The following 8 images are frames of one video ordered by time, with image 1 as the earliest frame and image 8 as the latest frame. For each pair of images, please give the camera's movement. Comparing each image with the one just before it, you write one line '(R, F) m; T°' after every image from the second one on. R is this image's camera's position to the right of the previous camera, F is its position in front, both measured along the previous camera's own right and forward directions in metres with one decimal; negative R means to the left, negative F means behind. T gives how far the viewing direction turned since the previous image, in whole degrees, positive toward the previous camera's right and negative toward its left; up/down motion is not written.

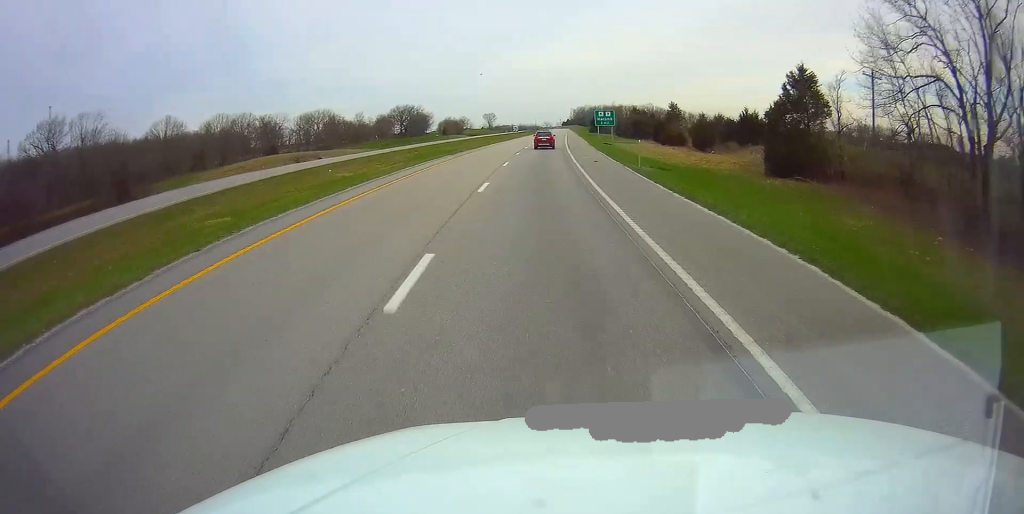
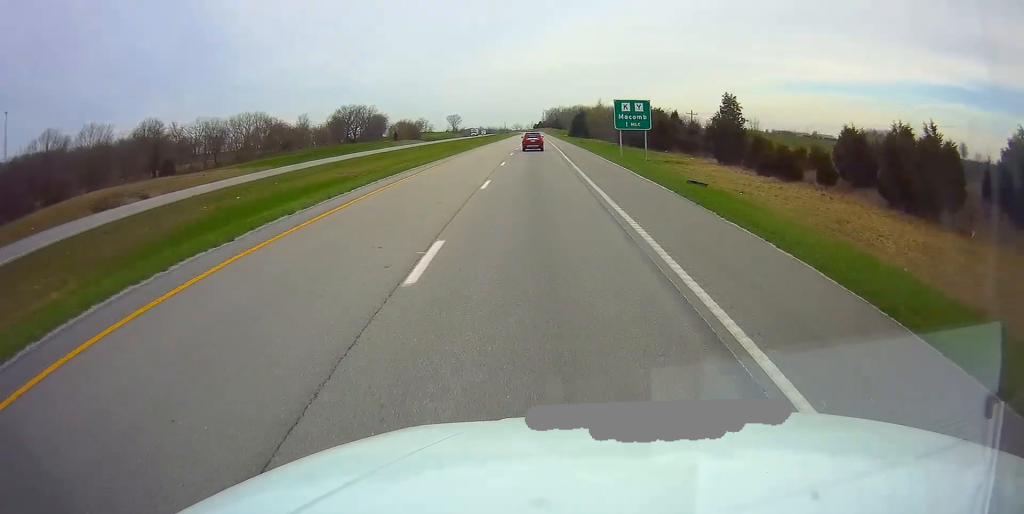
(+0.9, +47.4) m; +2°
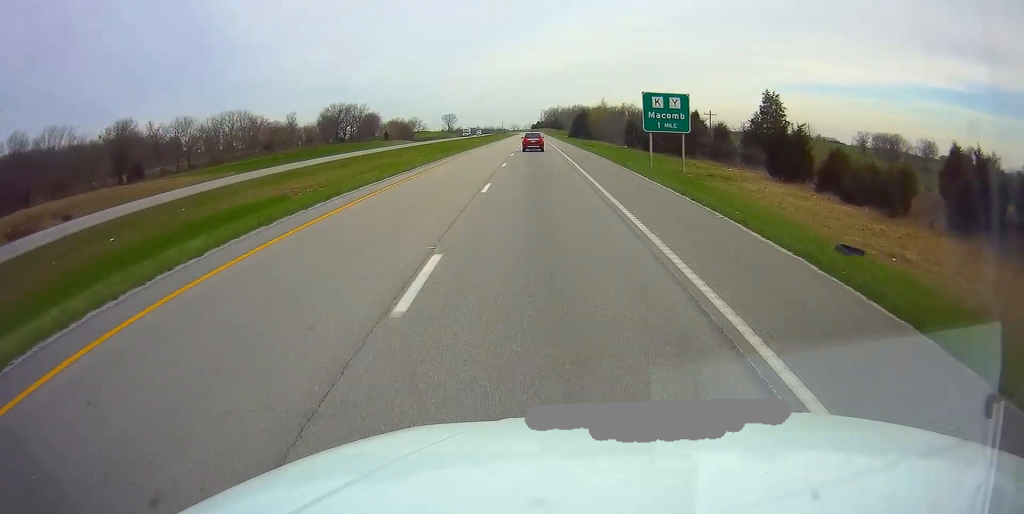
(+0.1, +13.4) m; 0°
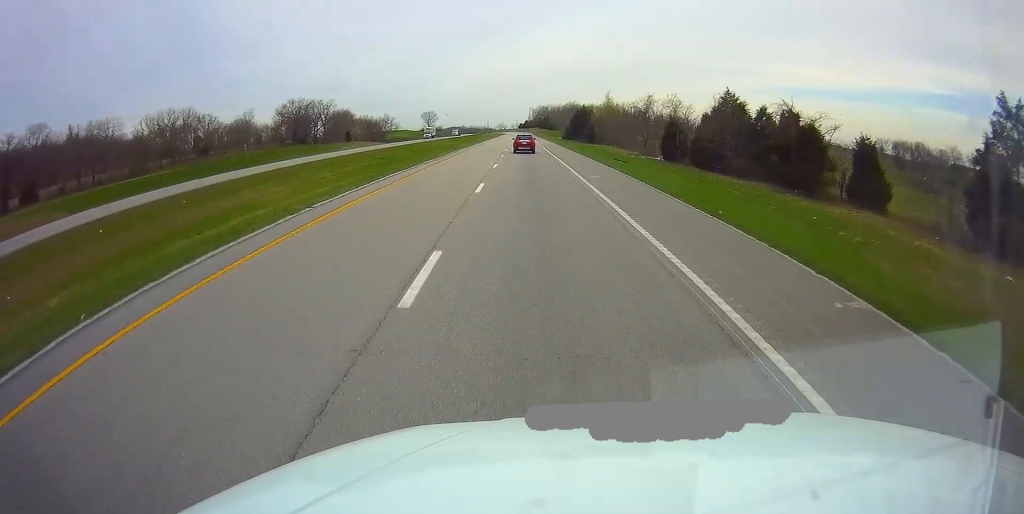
(+0.2, +36.3) m; 0°
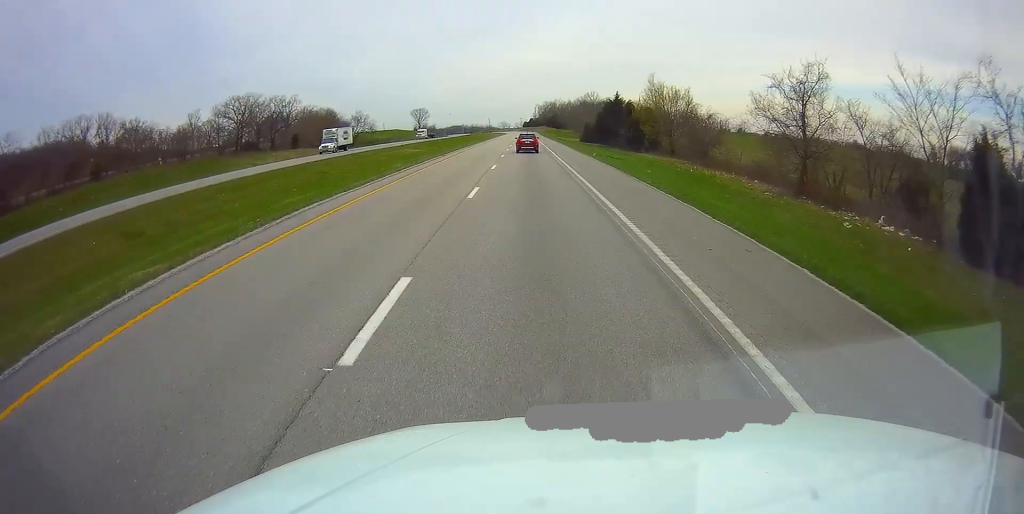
(+0.2, +50.8) m; 0°
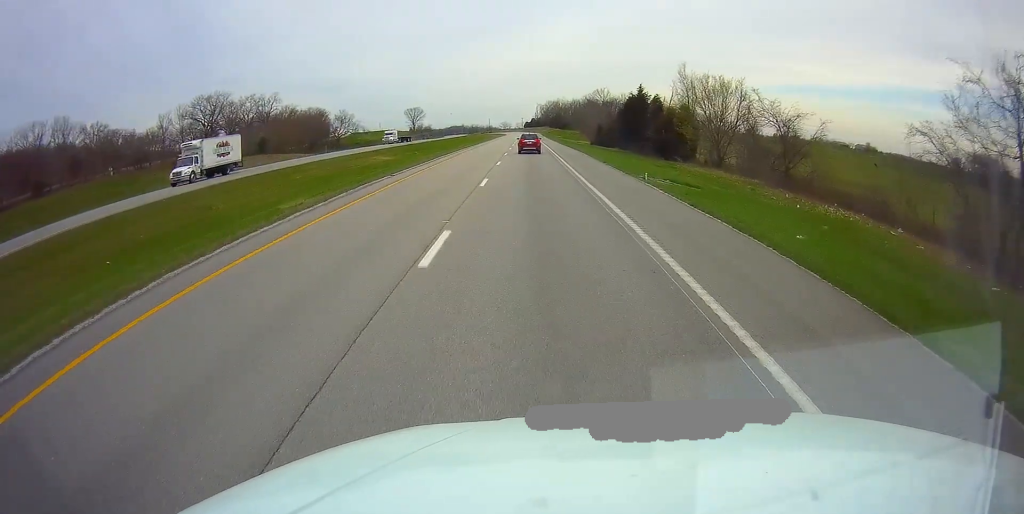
(-0.3, +20.8) m; 0°
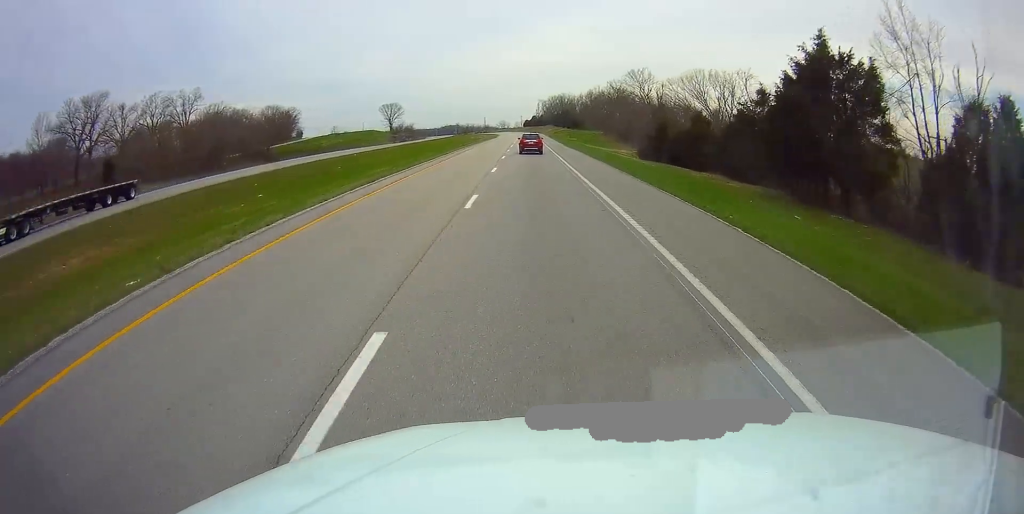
(0.0, +55.1) m; 0°
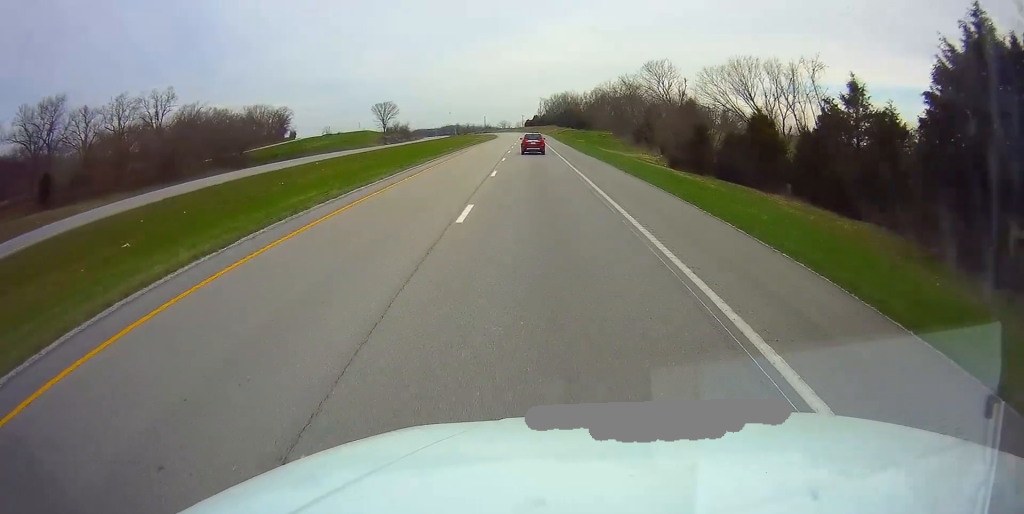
(-0.1, +14.5) m; 0°
